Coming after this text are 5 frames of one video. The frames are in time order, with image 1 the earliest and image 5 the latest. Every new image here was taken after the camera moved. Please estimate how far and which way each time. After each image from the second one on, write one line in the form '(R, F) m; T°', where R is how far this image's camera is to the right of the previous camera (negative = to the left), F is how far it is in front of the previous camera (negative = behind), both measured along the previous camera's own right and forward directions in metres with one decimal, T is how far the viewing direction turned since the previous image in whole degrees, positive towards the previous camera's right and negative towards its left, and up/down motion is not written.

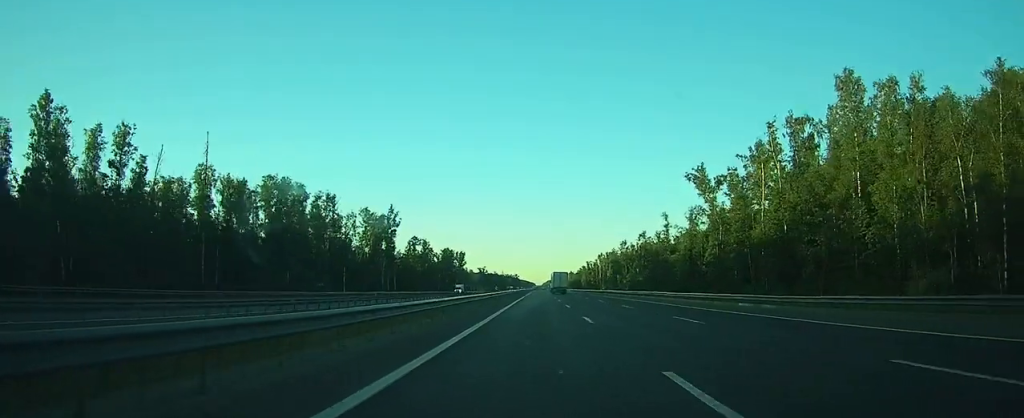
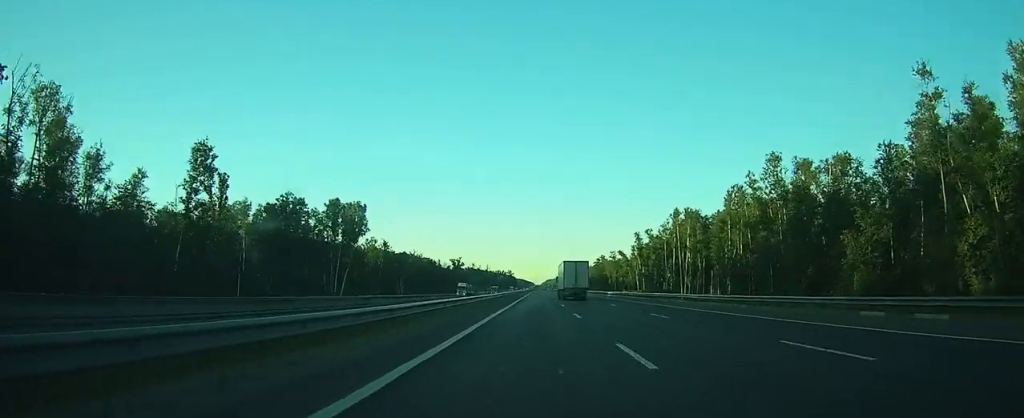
(+0.2, +155.0) m; 0°
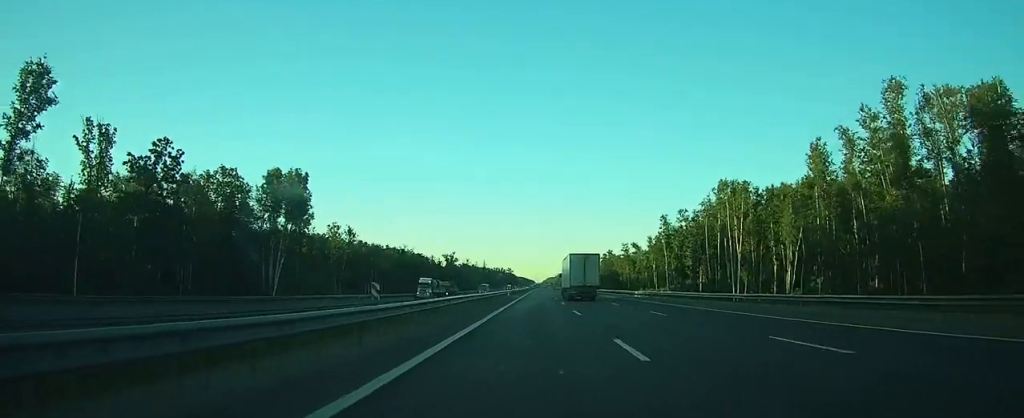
(+0.1, +31.0) m; 0°
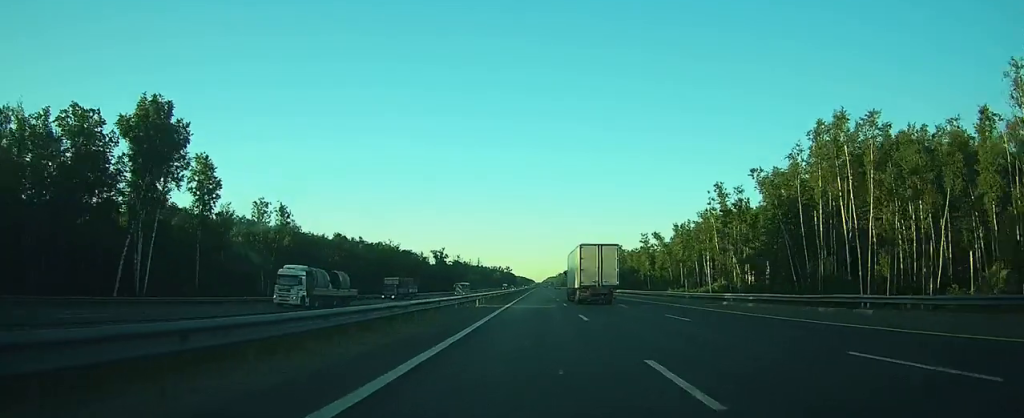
(0.0, +35.8) m; 0°
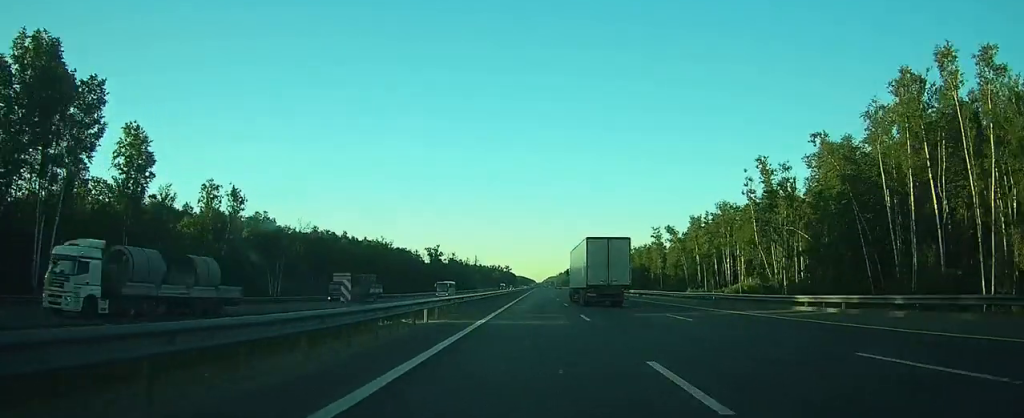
(0.0, +16.2) m; 0°
